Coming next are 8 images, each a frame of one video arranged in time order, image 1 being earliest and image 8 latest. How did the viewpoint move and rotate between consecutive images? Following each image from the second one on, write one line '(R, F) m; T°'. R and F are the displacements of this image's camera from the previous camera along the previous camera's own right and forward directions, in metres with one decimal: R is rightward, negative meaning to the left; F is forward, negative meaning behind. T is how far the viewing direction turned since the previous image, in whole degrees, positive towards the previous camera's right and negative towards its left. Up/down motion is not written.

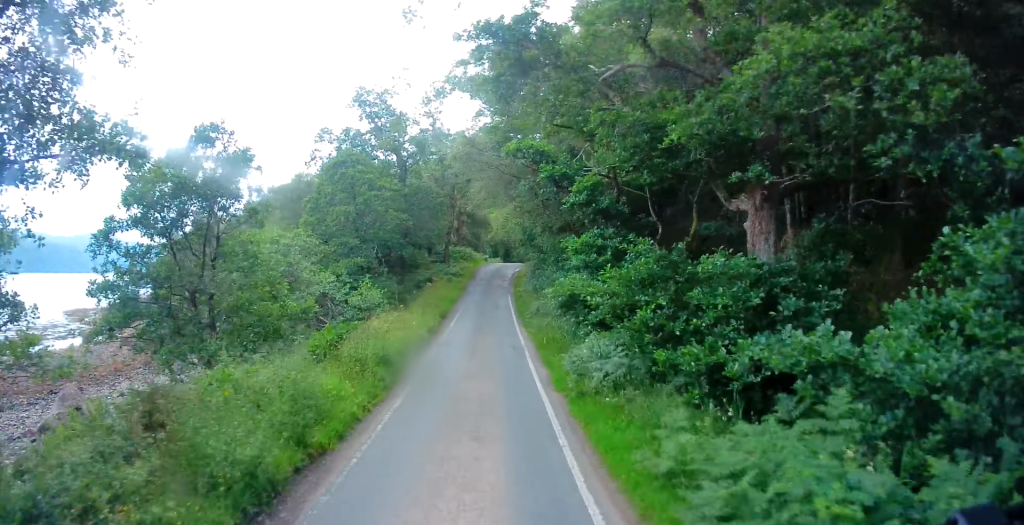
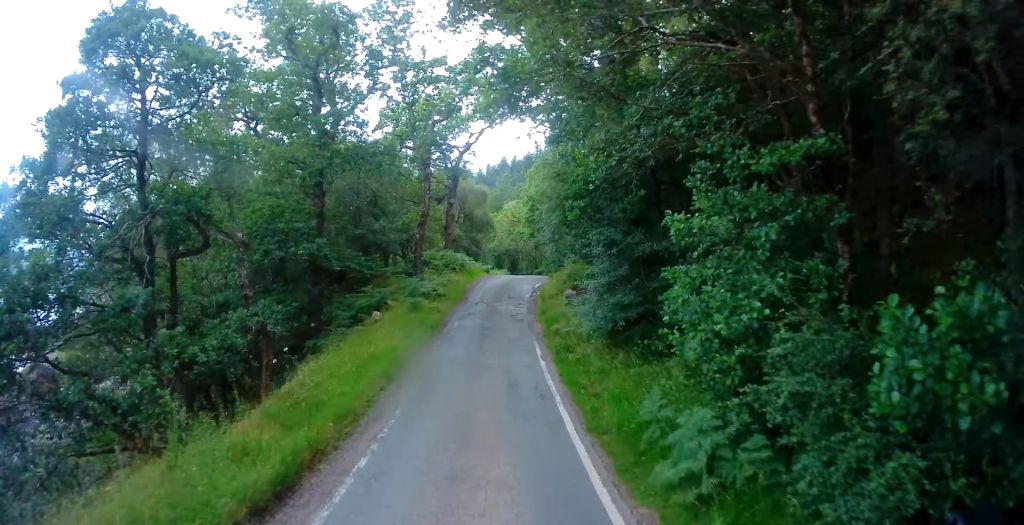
(-0.4, +17.1) m; -1°
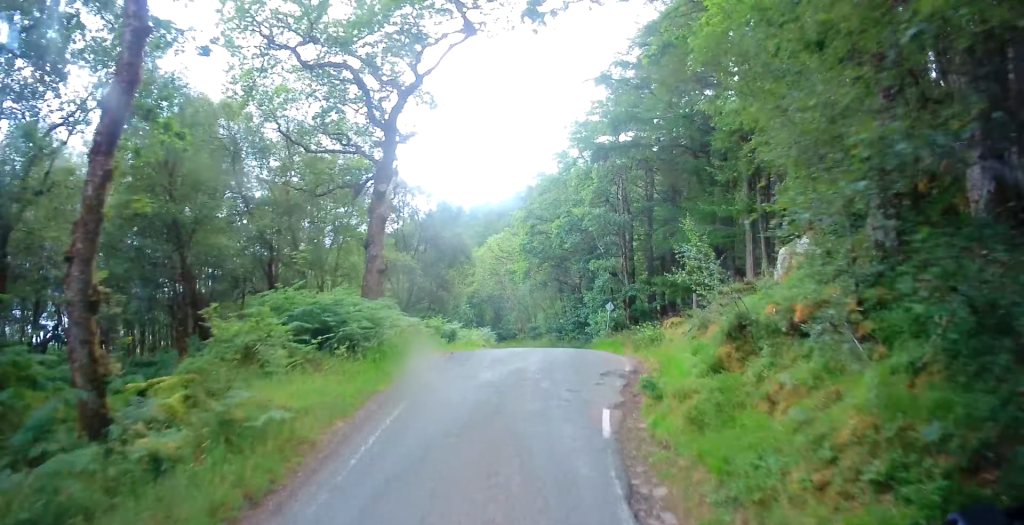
(-0.5, +21.9) m; +1°
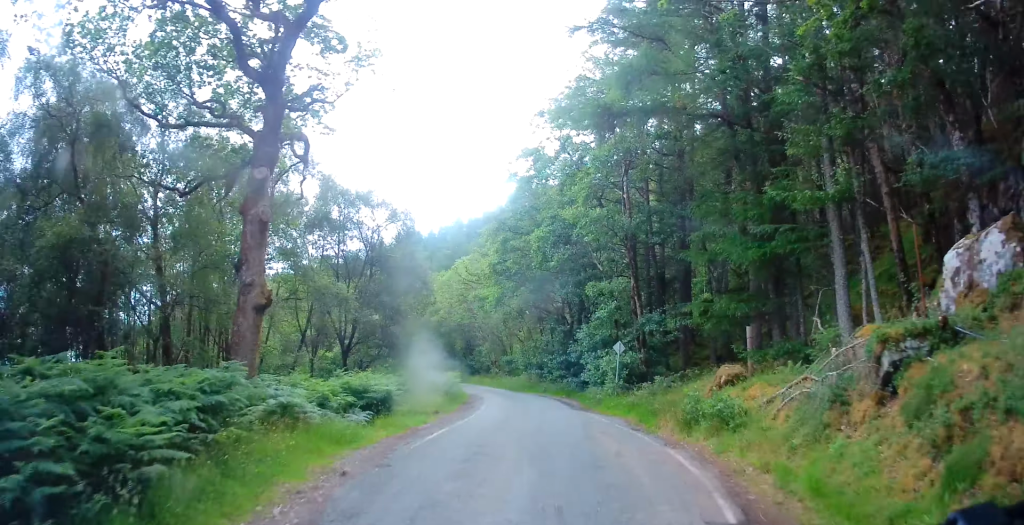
(+0.6, +8.1) m; +5°
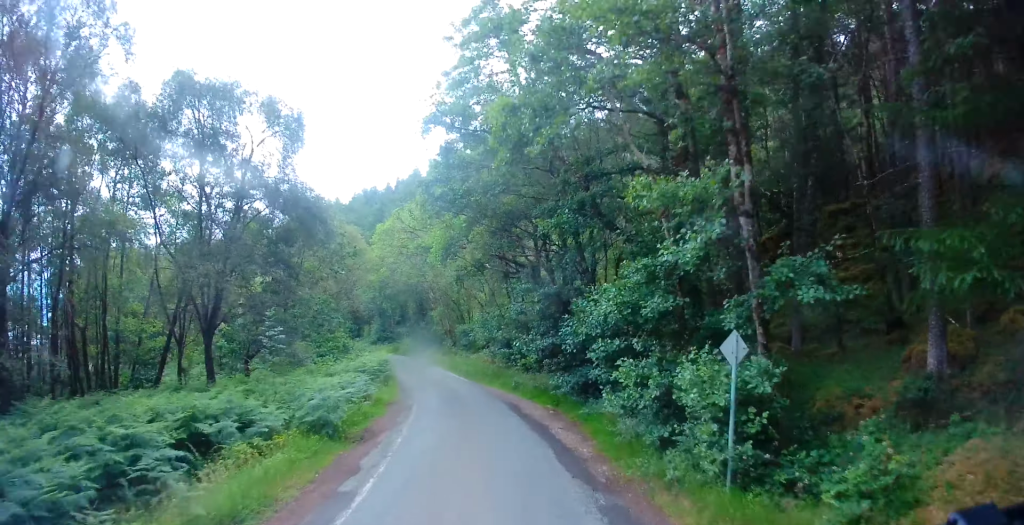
(+0.6, +11.6) m; +4°
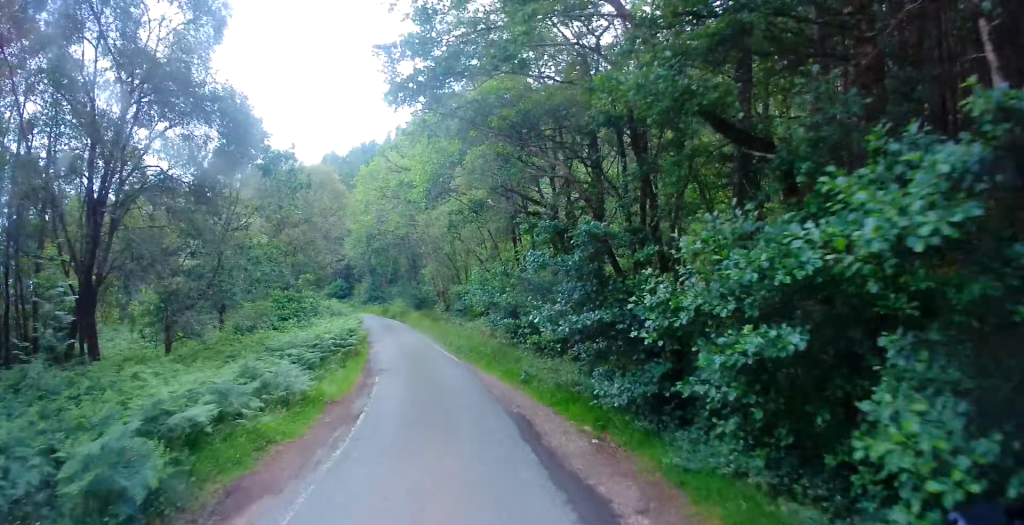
(0.0, +6.3) m; -2°
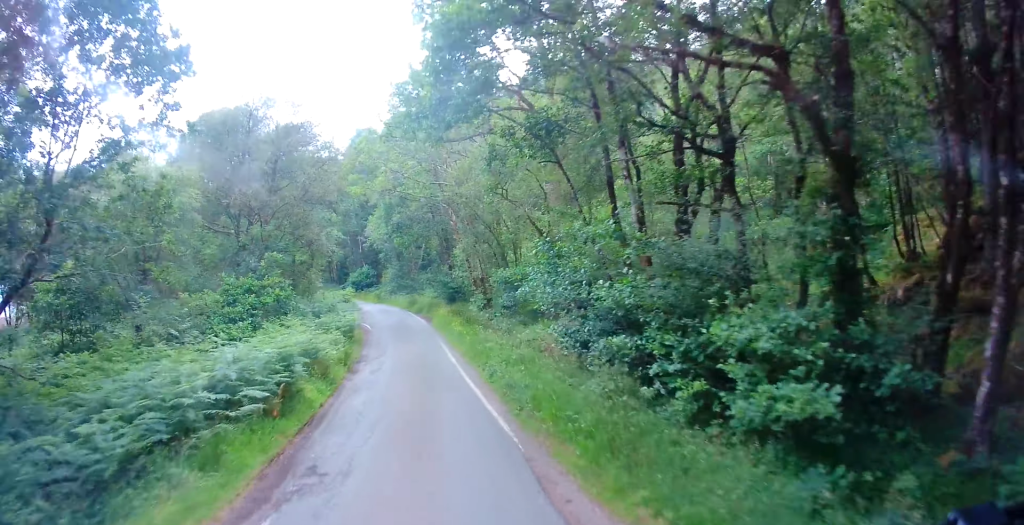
(-0.3, +9.5) m; -4°
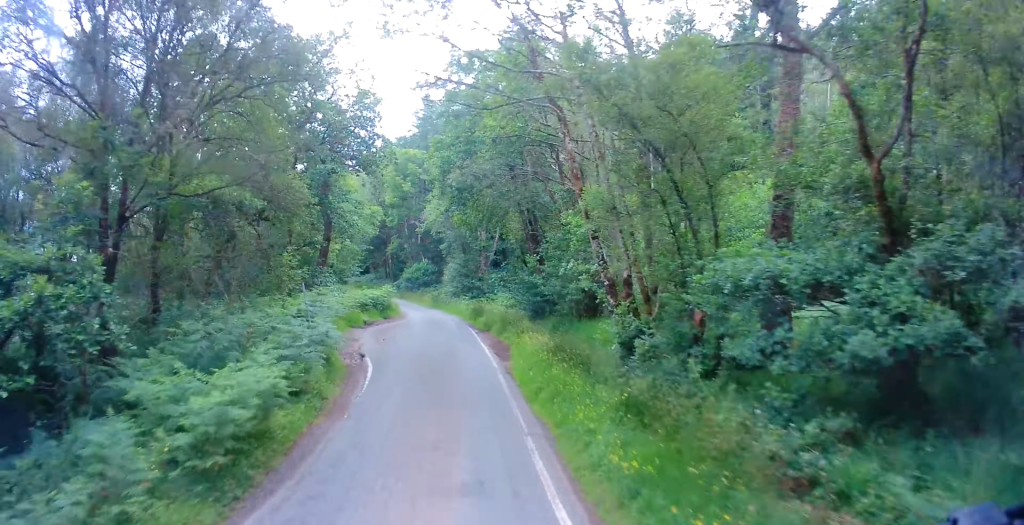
(-0.5, +12.4) m; -5°
